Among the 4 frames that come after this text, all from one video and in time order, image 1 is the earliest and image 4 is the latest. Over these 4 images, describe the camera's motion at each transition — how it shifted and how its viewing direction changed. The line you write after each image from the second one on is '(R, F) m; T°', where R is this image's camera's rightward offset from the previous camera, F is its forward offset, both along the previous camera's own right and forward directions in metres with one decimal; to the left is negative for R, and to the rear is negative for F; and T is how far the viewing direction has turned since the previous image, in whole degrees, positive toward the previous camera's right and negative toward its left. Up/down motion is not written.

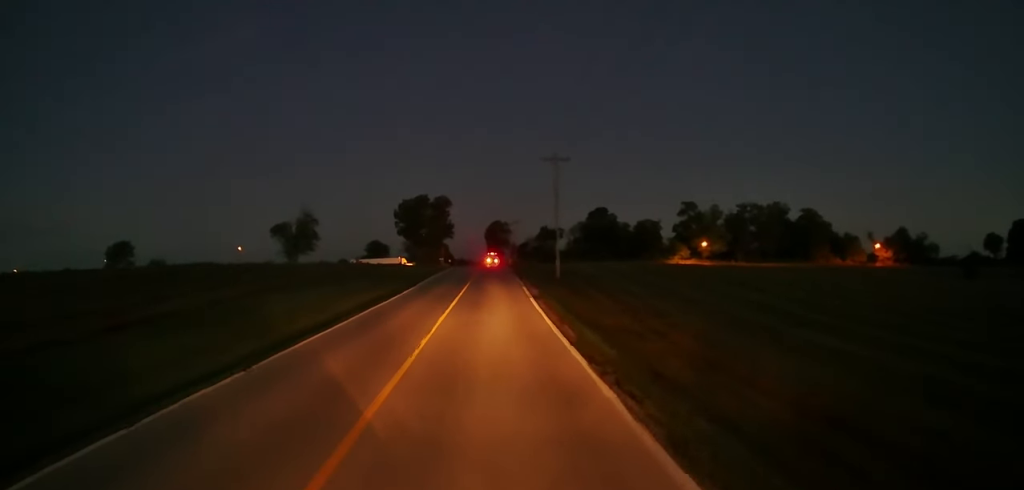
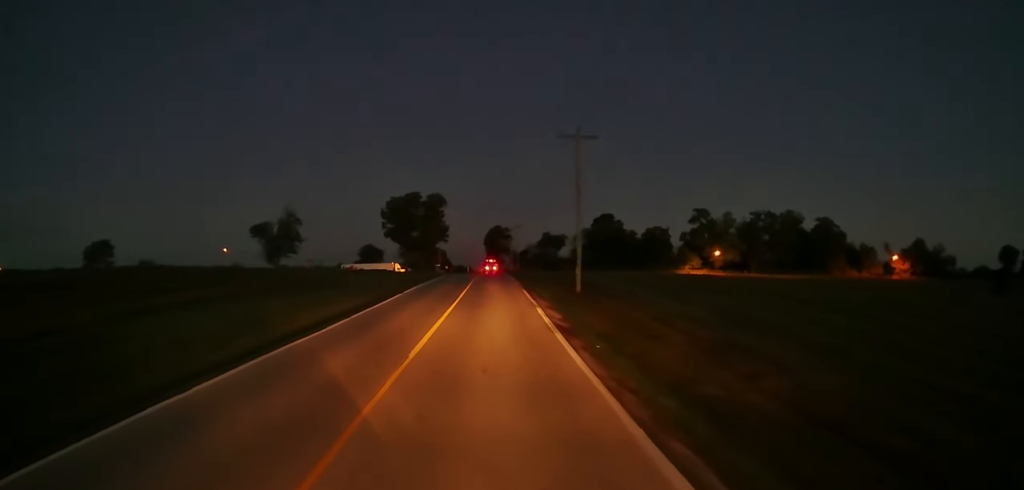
(0.0, +16.9) m; 0°
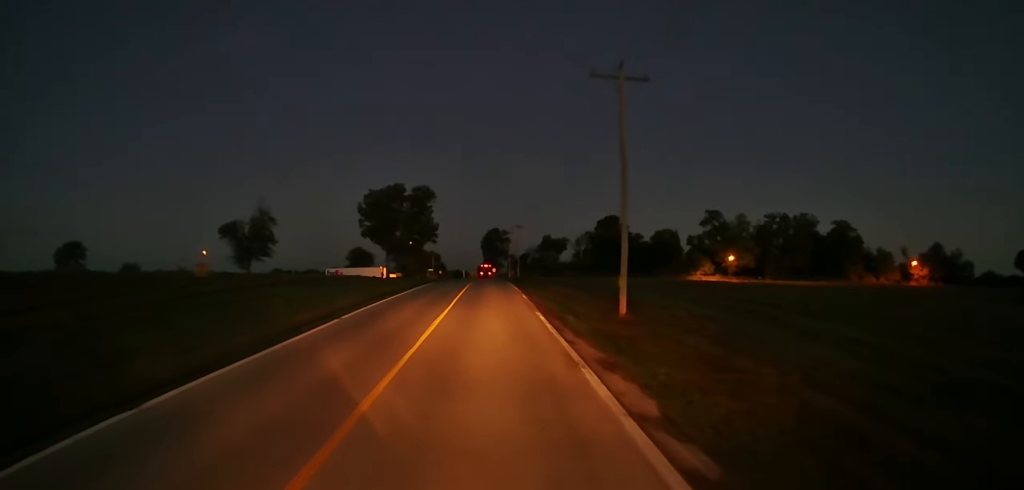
(-0.6, +20.6) m; -1°
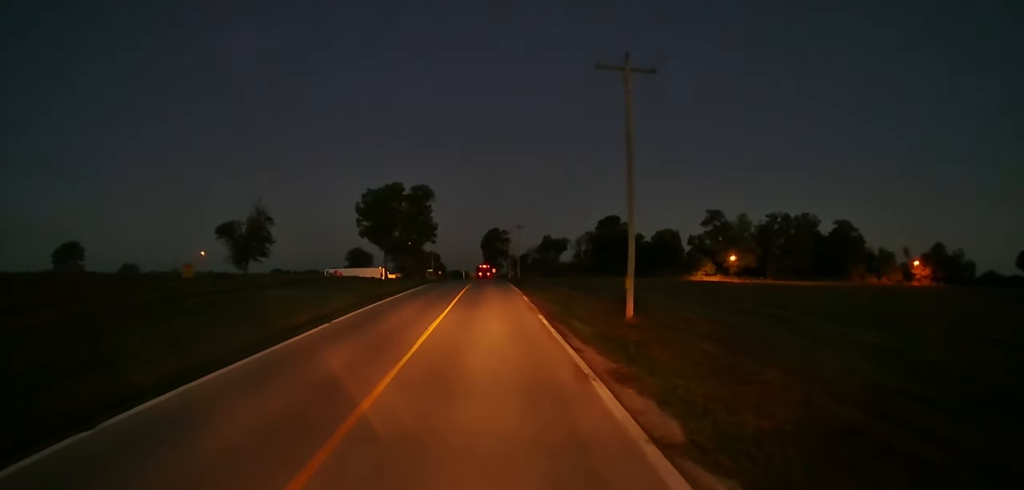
(0.0, +1.9) m; +1°
